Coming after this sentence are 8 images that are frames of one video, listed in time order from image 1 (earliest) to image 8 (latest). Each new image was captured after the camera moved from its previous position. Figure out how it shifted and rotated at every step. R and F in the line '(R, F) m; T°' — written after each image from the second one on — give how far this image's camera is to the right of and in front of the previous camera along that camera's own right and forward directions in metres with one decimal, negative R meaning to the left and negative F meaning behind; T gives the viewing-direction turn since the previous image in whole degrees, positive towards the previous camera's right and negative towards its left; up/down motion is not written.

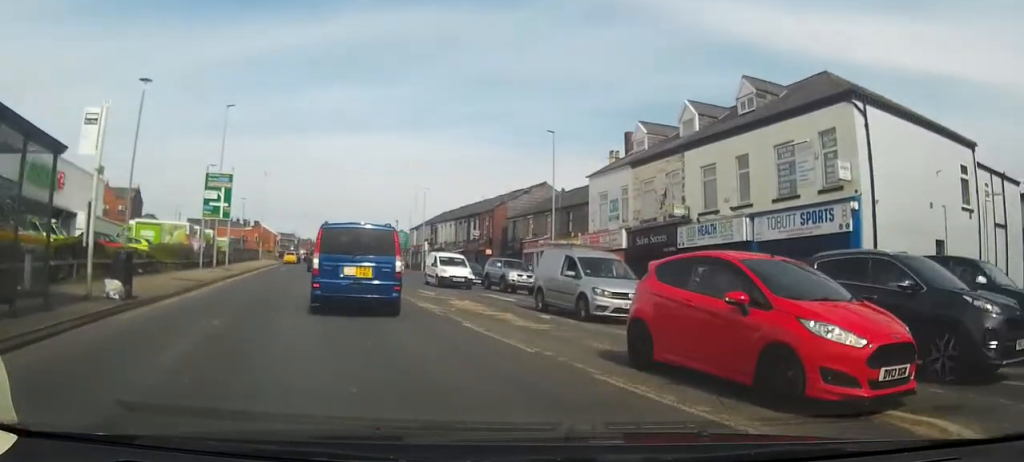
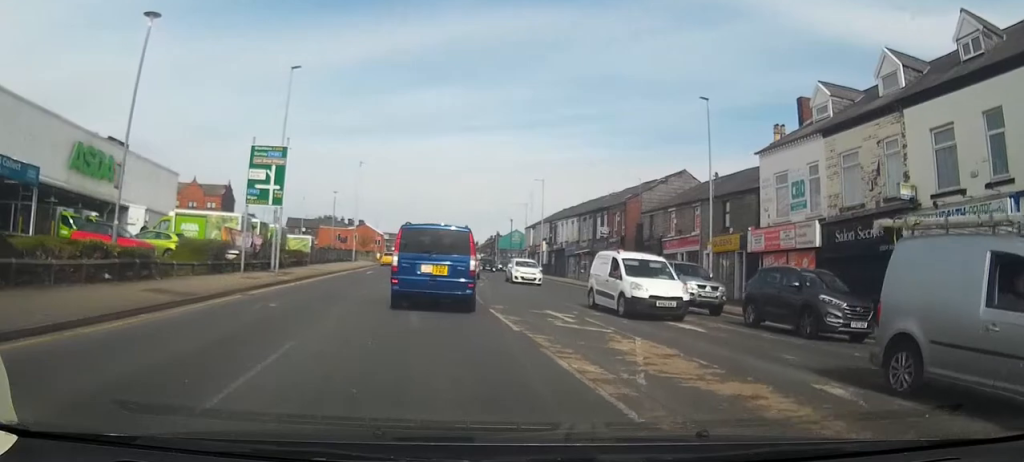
(-1.4, +7.7) m; -14°
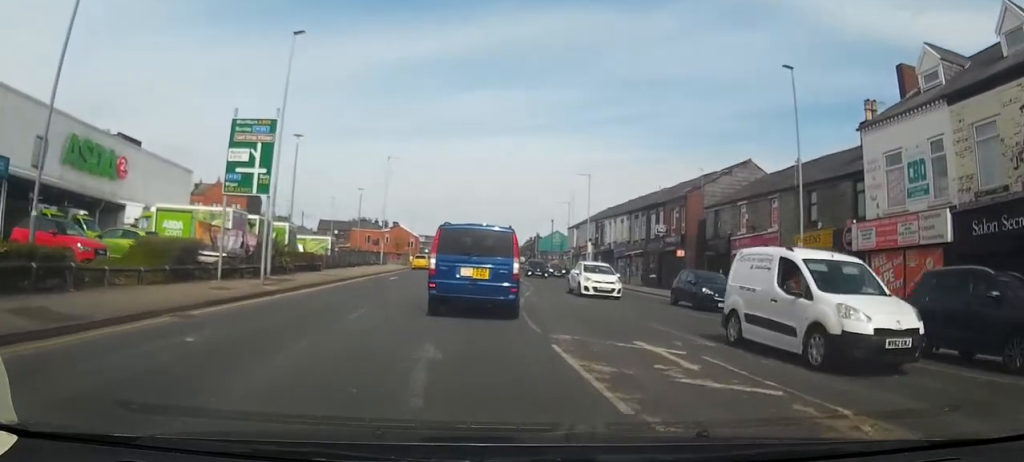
(-0.1, +5.3) m; -2°
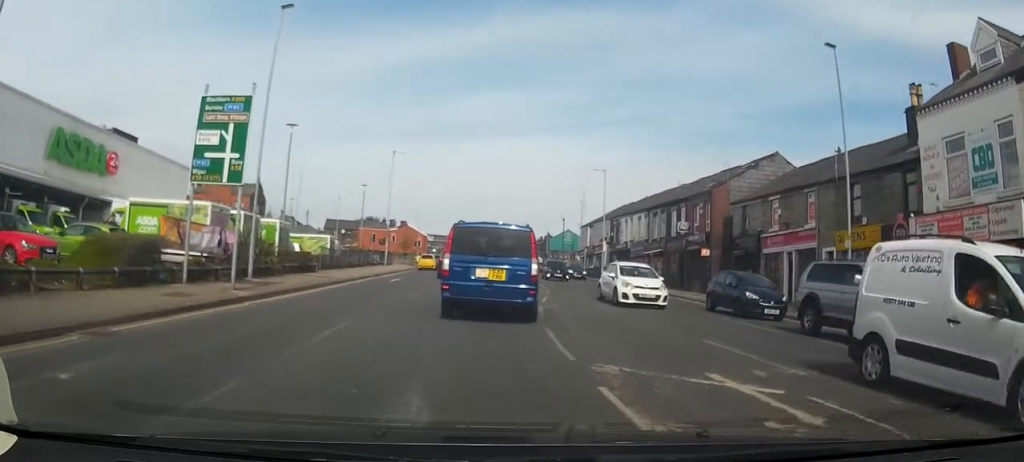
(-0.1, +3.4) m; -1°
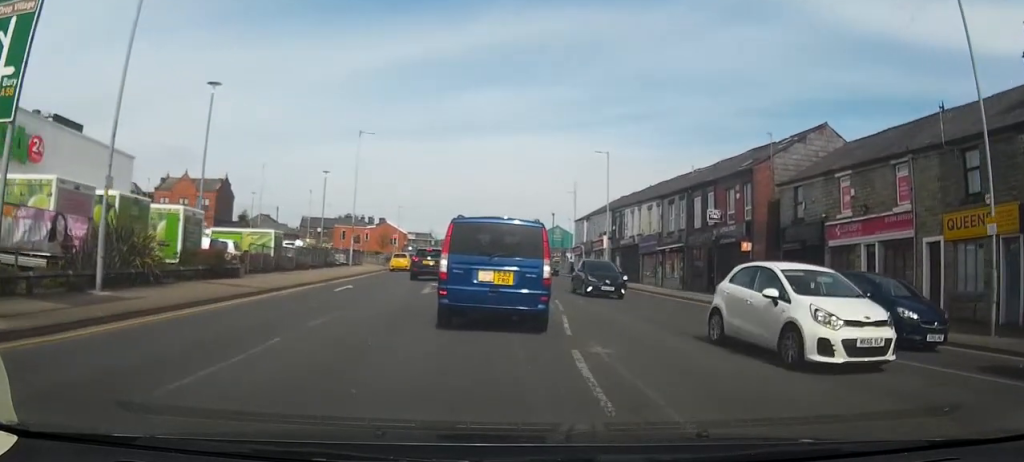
(0.0, +8.5) m; +1°
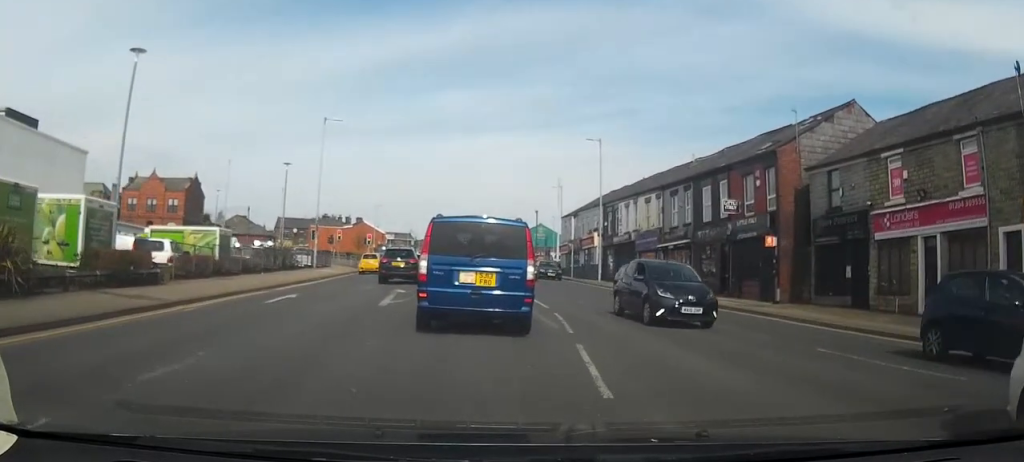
(0.0, +4.9) m; 0°
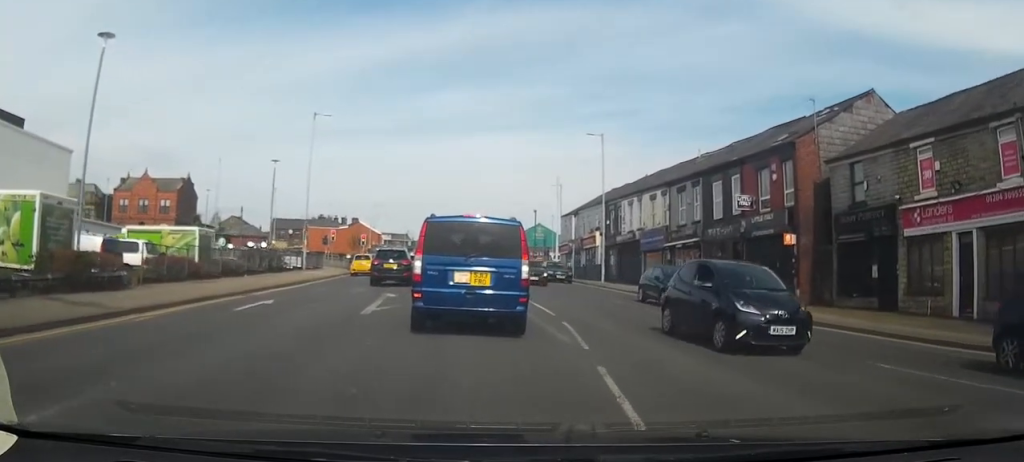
(0.0, +2.0) m; 0°
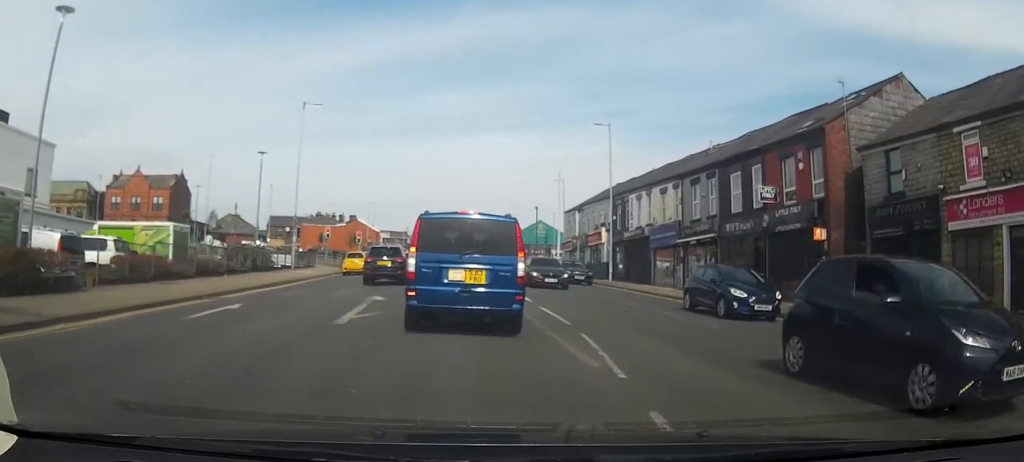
(0.0, +2.6) m; +1°
